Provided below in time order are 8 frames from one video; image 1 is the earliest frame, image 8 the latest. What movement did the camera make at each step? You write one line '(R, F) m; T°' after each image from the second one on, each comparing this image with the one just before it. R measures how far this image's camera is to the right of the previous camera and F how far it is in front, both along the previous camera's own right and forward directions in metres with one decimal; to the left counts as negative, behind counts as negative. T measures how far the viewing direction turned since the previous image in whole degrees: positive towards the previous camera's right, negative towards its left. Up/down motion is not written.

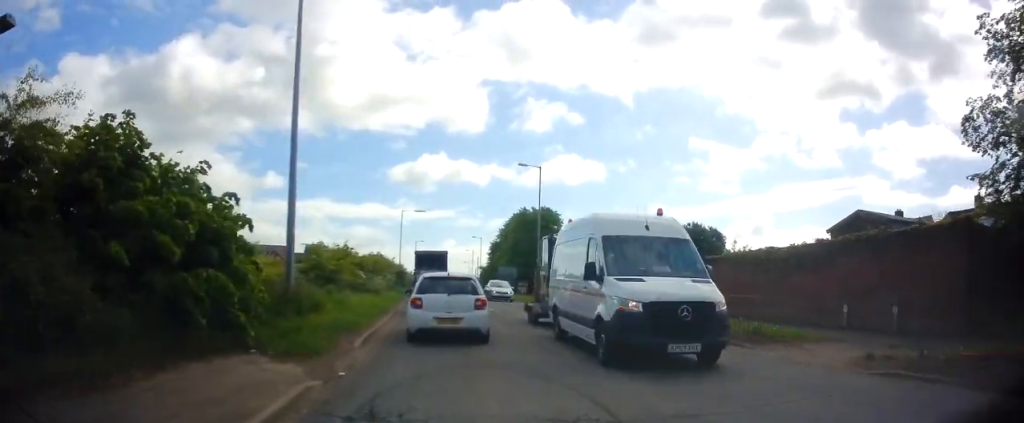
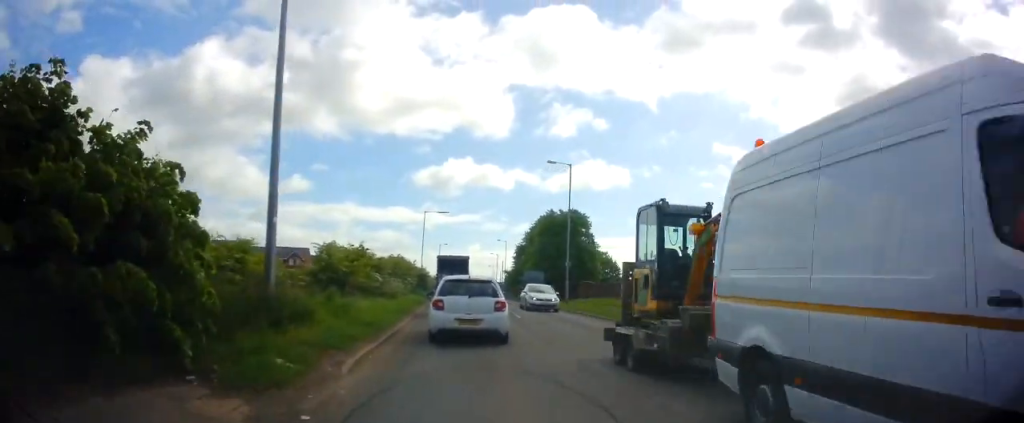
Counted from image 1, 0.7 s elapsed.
(-0.2, +2.7) m; -5°
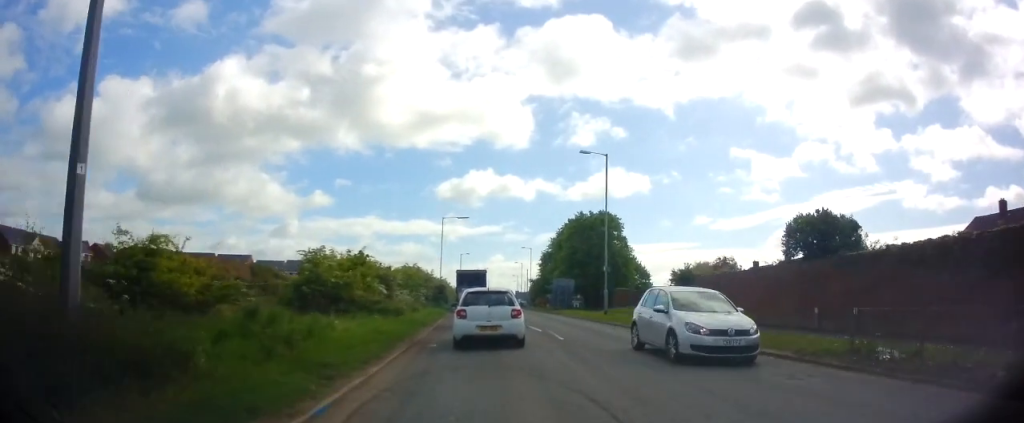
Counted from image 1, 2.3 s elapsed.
(0.0, +5.8) m; +2°
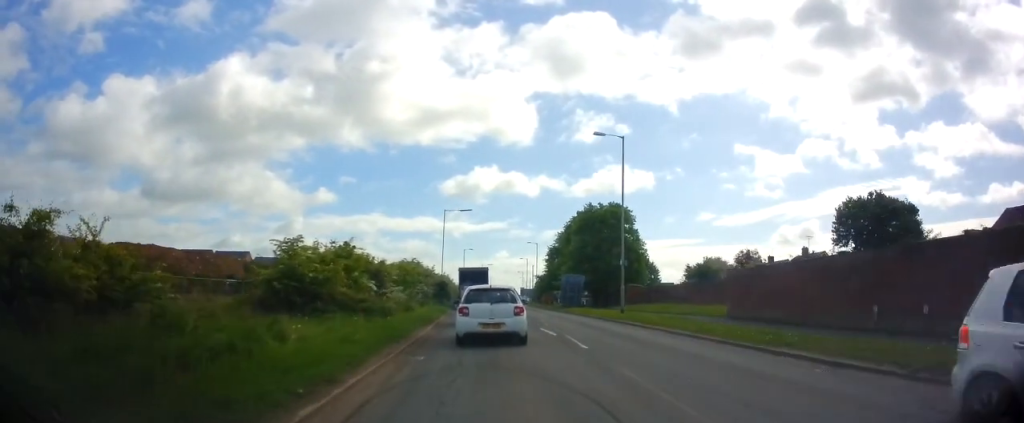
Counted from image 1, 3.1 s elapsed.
(0.0, +3.4) m; +1°
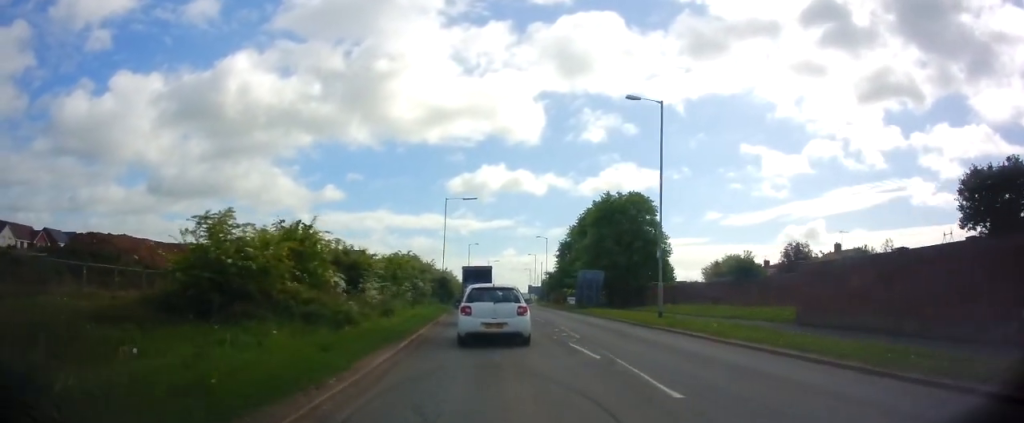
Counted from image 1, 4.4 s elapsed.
(0.0, +6.0) m; +1°
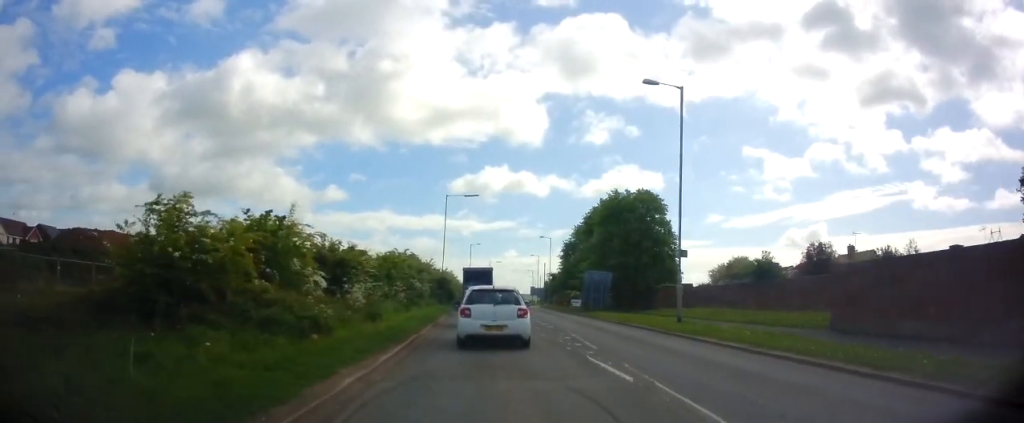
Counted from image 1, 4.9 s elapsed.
(0.0, +2.4) m; -3°
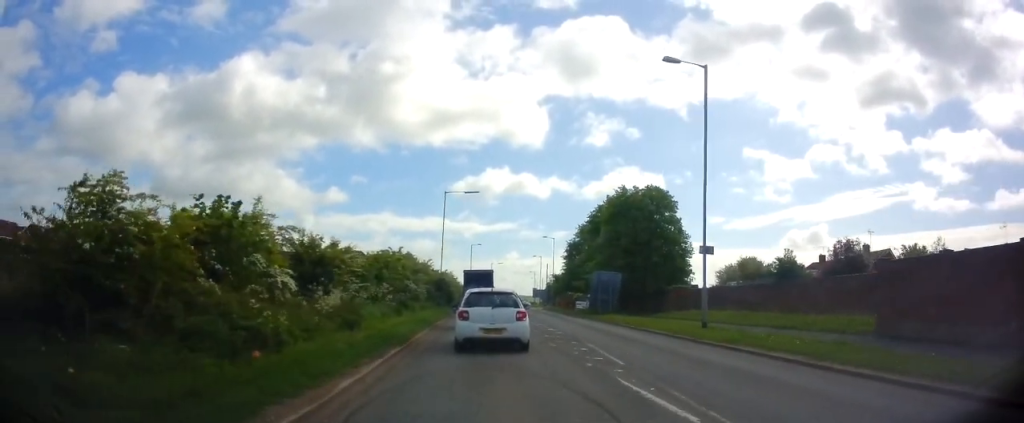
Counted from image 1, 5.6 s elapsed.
(0.0, +2.8) m; -4°
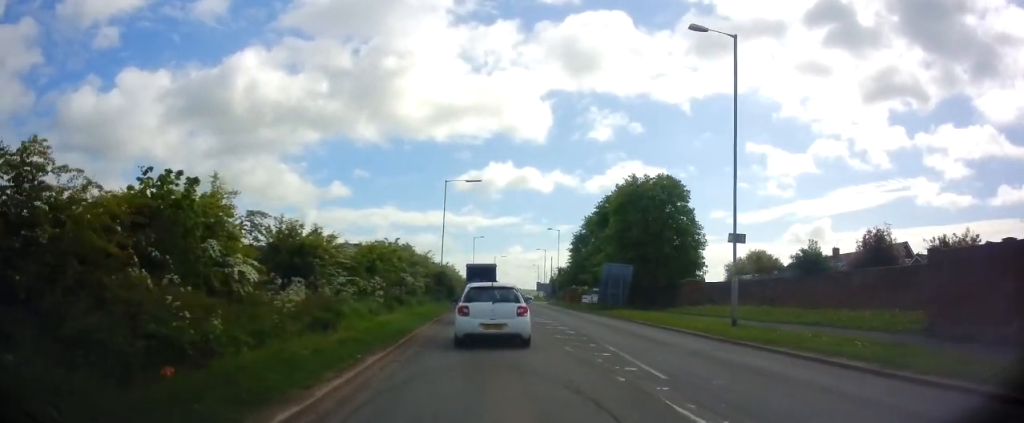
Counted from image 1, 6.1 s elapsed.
(-0.3, +2.3) m; -2°
